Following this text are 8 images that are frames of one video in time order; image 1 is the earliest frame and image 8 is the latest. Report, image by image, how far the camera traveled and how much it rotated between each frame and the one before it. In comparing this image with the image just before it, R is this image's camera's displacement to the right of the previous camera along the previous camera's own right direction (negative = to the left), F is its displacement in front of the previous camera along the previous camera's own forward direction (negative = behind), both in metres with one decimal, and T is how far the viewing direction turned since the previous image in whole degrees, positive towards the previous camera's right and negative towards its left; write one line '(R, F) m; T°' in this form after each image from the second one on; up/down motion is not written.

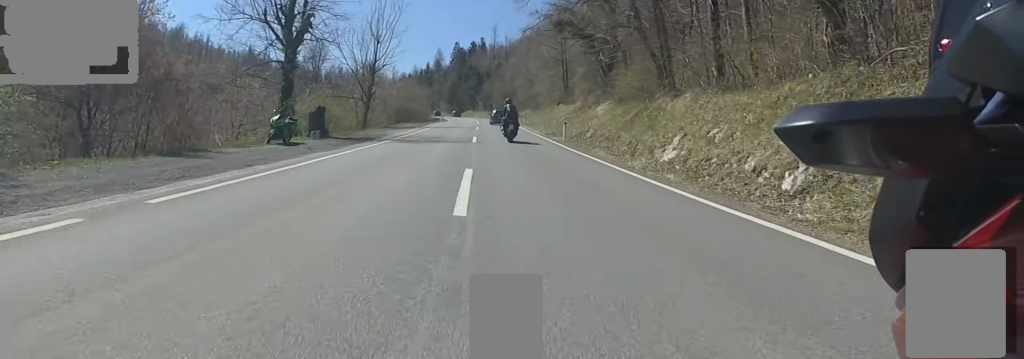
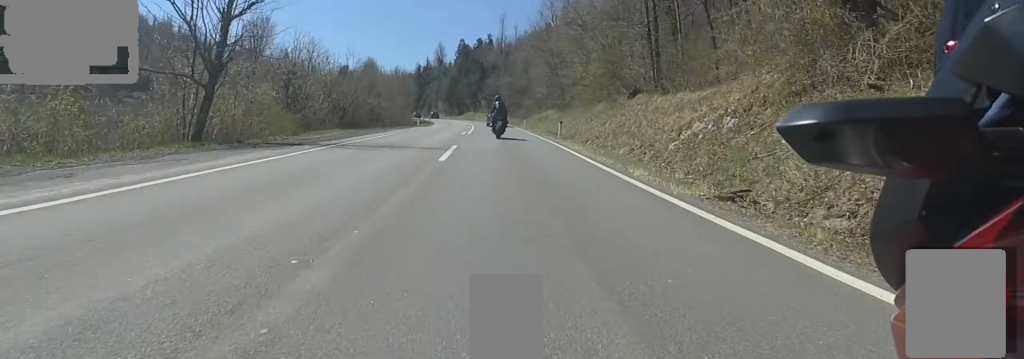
(-0.7, +24.4) m; -3°
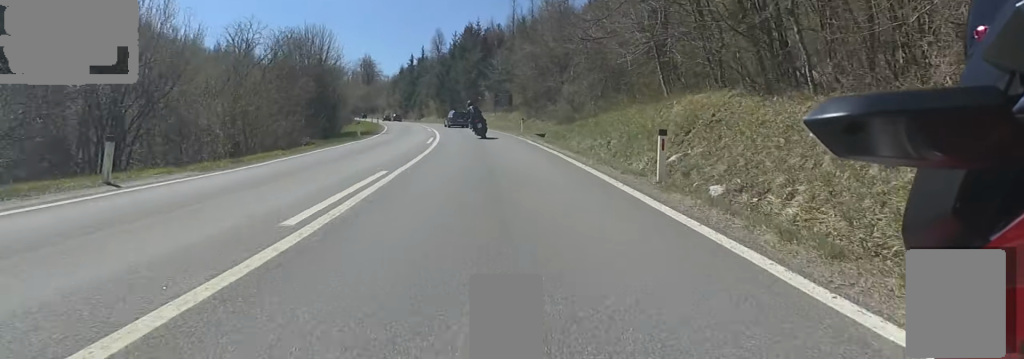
(-0.8, +37.2) m; -2°
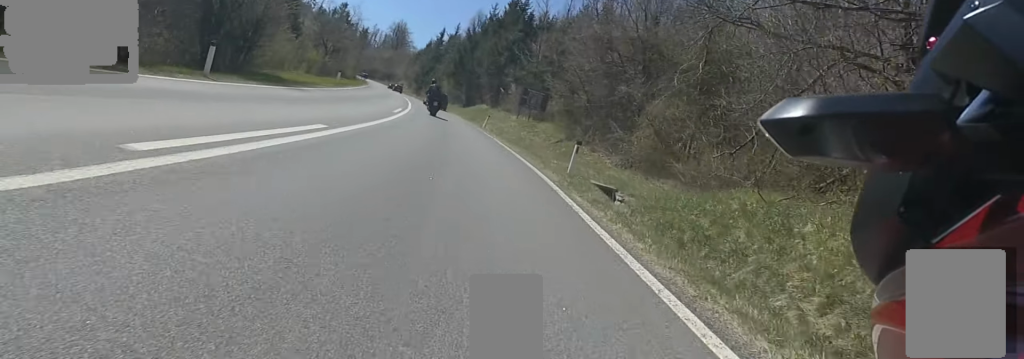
(-0.4, +17.7) m; -5°
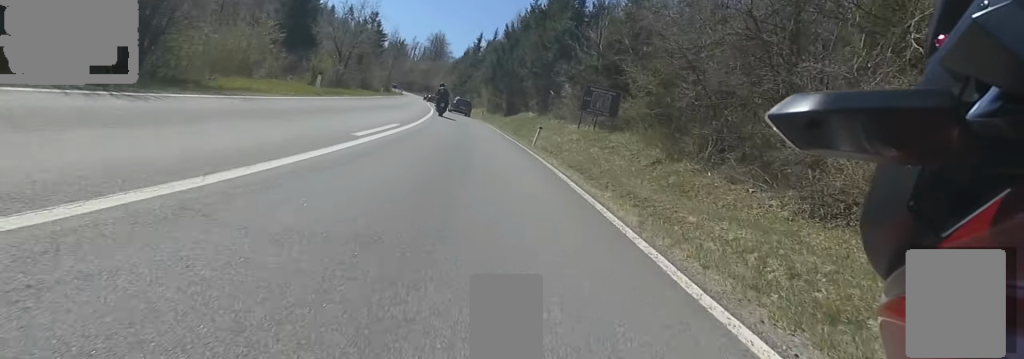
(-0.3, +10.1) m; -3°
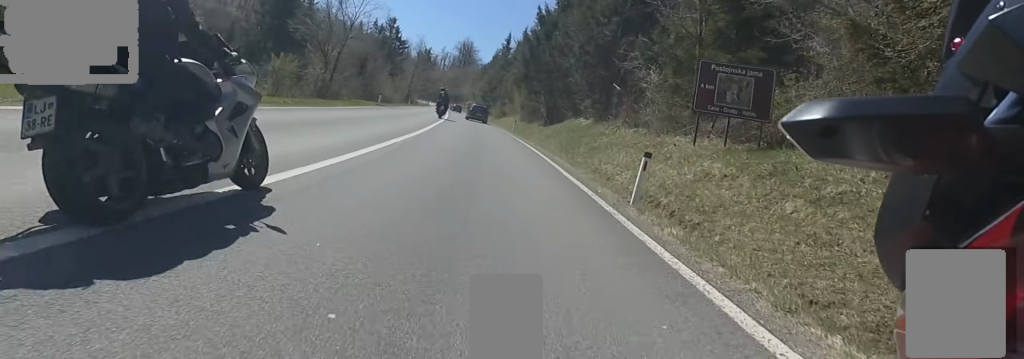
(-0.7, +12.0) m; -3°
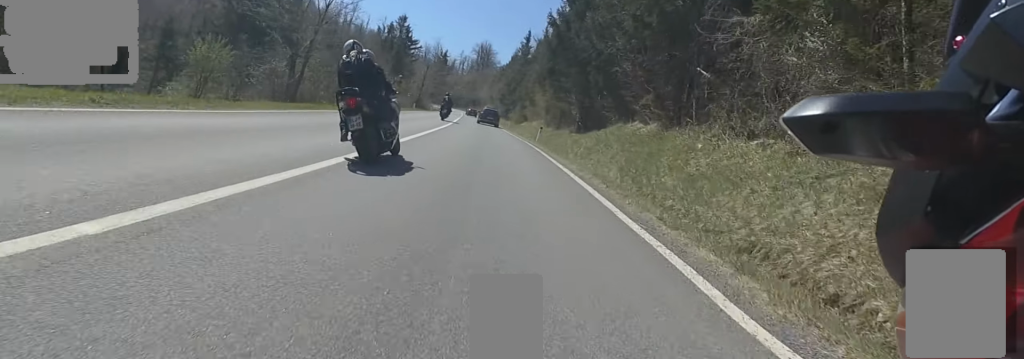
(-0.1, +8.6) m; -1°
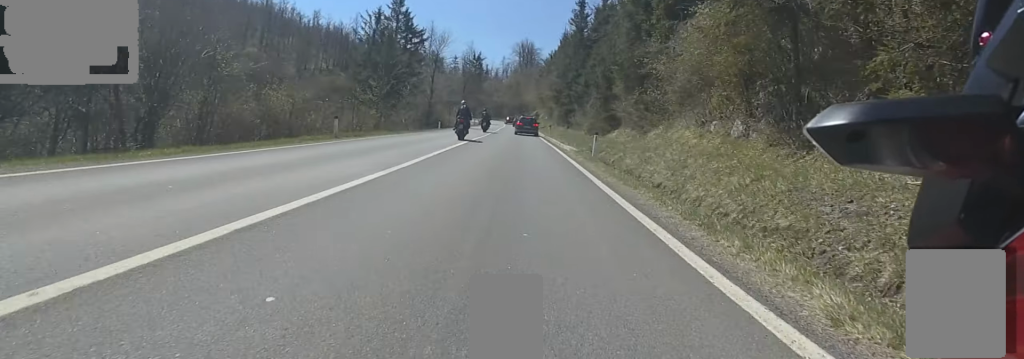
(-0.3, +31.0) m; 0°
